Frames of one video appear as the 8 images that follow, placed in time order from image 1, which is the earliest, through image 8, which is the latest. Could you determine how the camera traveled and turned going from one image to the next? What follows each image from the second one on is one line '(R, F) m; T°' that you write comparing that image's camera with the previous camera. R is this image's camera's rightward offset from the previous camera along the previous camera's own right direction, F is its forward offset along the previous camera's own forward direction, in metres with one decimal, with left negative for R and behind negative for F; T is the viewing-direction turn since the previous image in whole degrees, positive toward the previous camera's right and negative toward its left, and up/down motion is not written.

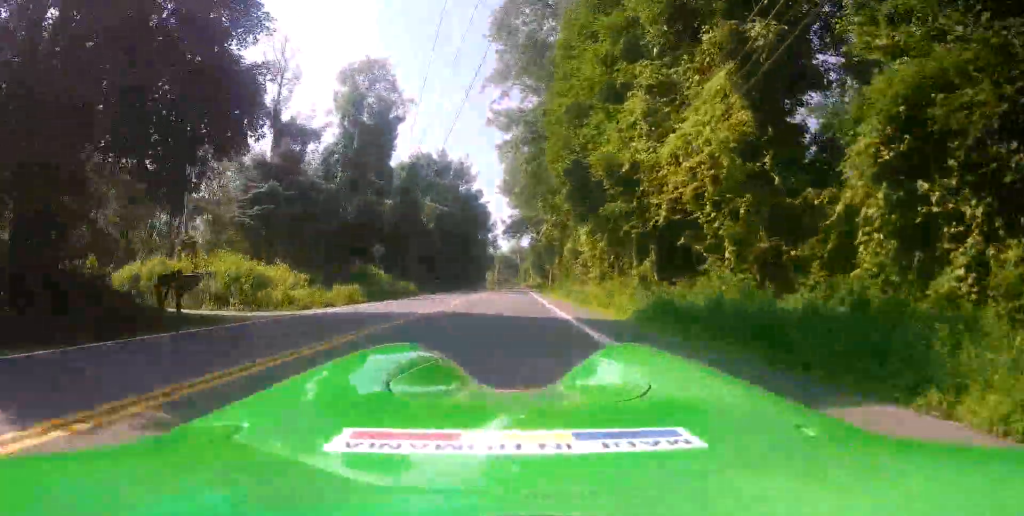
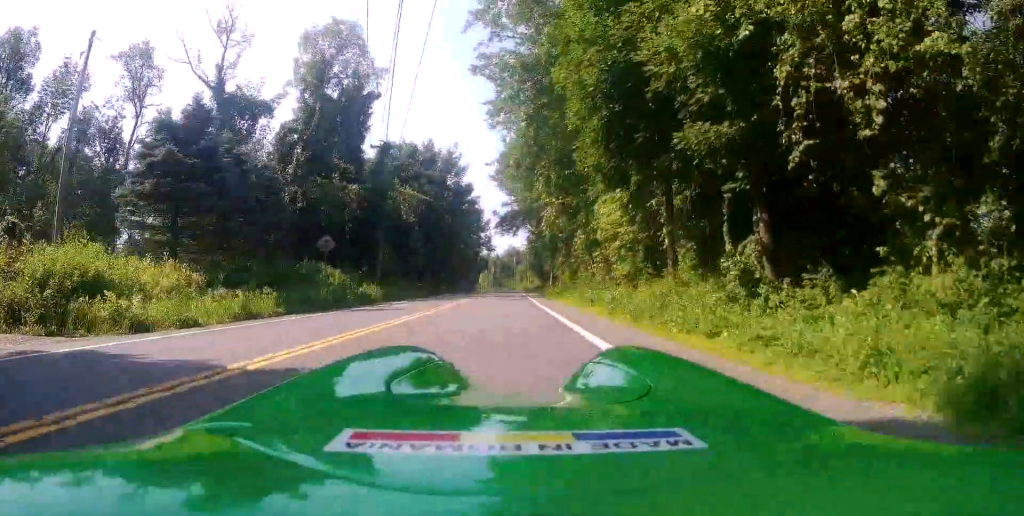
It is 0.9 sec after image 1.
(-0.2, +9.8) m; +1°
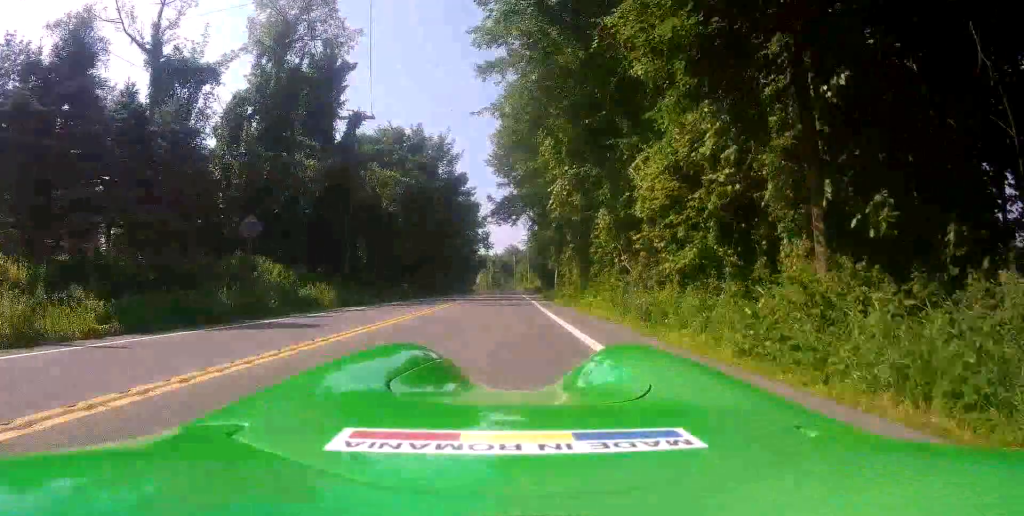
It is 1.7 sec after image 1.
(+0.2, +8.2) m; +2°
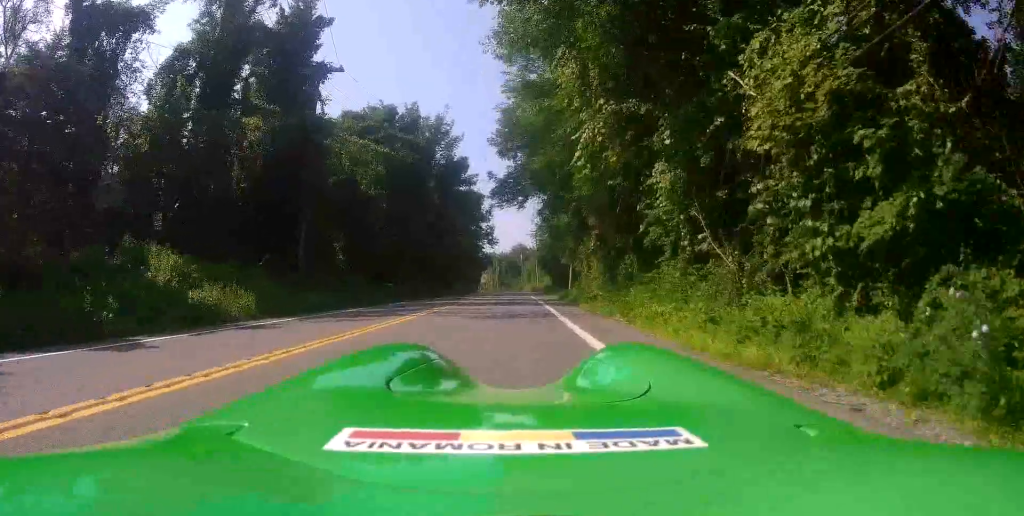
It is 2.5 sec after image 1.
(0.0, +8.4) m; 0°
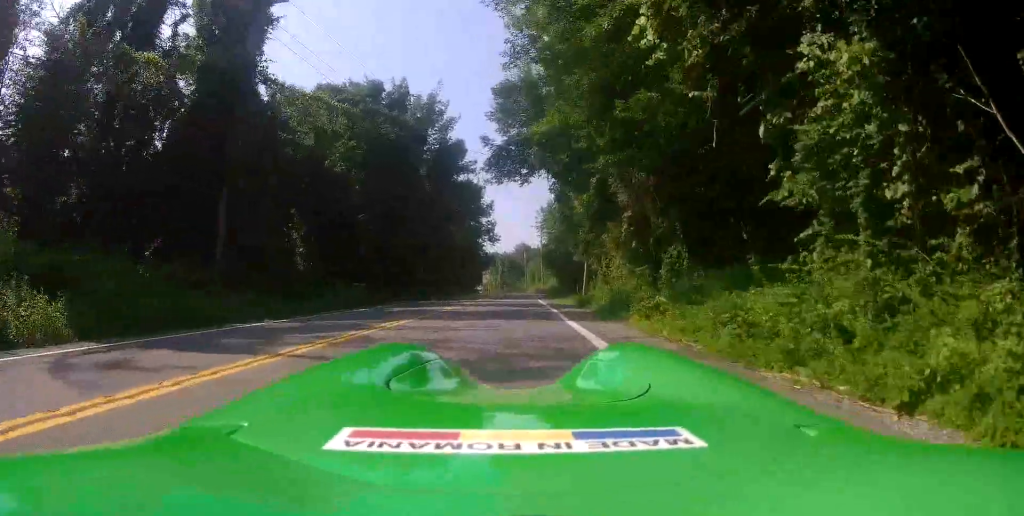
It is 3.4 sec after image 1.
(0.0, +8.1) m; 0°
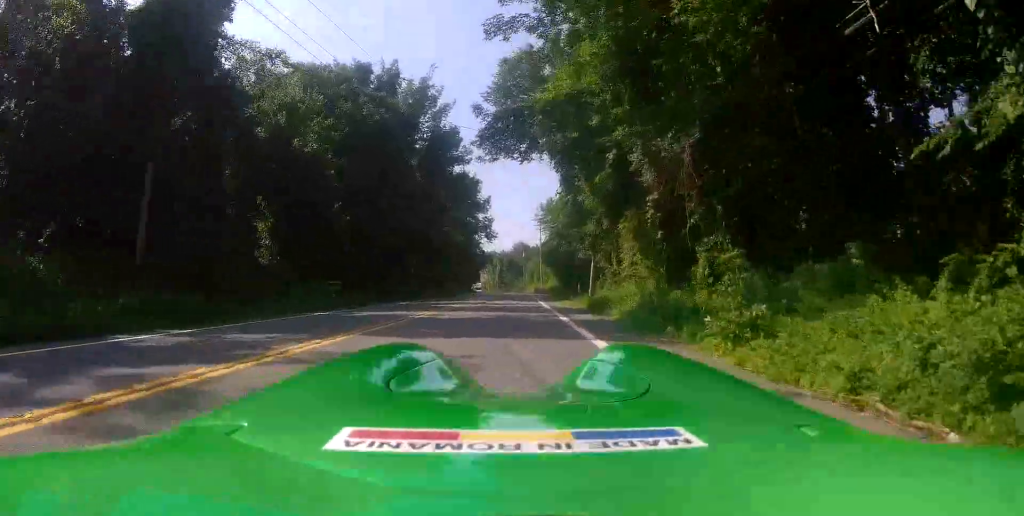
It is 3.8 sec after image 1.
(0.0, +4.3) m; 0°
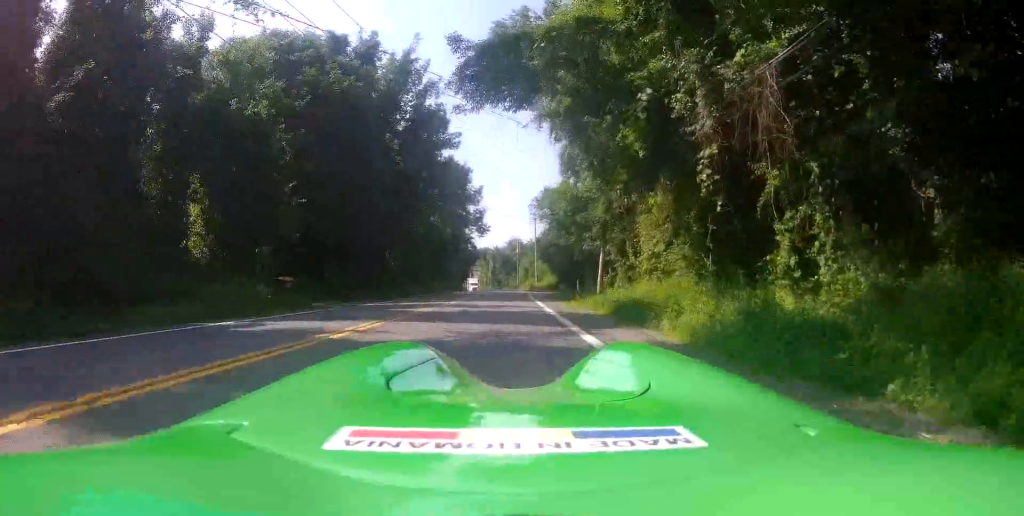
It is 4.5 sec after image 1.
(0.0, +5.7) m; -2°
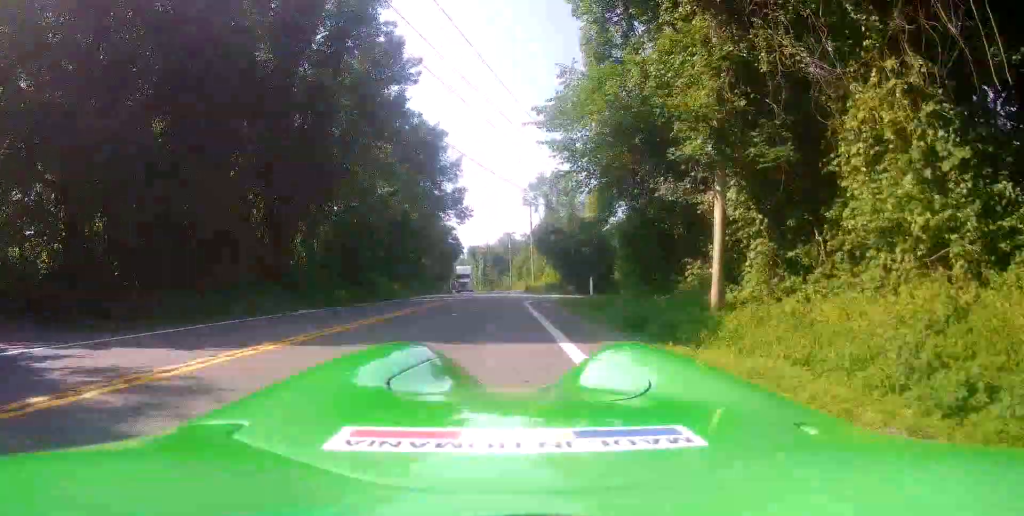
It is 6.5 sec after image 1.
(+0.5, +17.0) m; +7°
